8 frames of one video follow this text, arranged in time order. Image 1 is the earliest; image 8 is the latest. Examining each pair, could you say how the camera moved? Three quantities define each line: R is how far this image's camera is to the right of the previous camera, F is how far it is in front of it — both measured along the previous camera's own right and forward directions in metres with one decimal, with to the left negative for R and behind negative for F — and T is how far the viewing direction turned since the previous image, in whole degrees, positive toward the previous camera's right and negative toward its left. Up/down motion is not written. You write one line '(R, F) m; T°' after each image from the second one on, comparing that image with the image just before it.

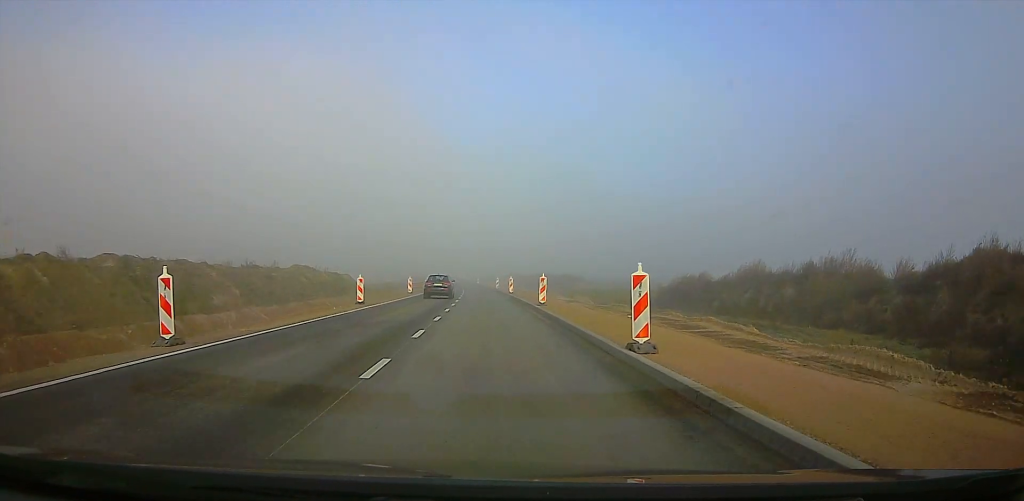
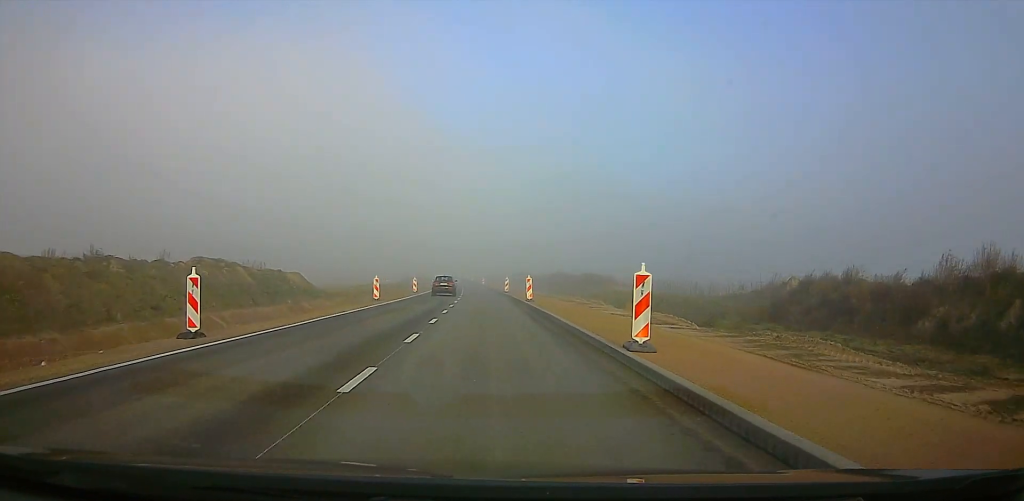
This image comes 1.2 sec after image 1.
(-0.2, +18.6) m; 0°
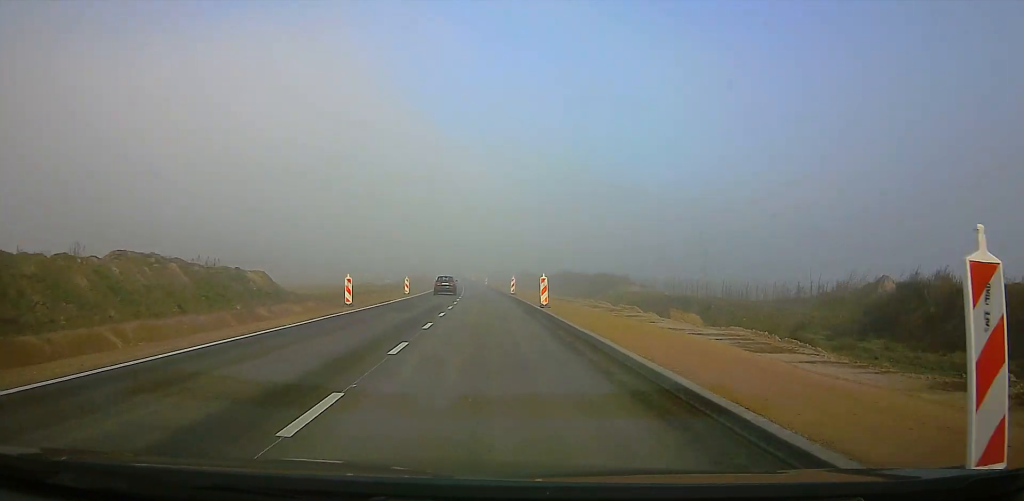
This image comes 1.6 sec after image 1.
(+0.1, +6.9) m; 0°
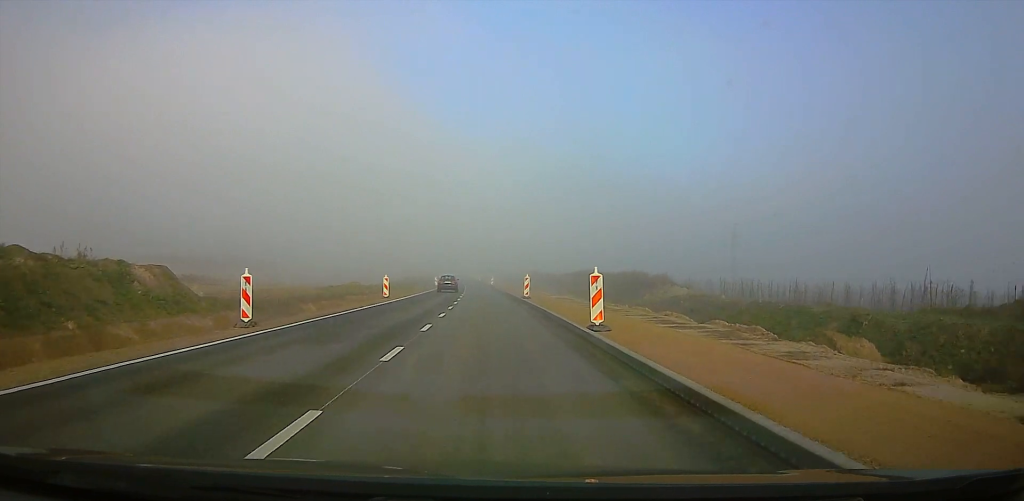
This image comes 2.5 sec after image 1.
(0.0, +12.4) m; -1°
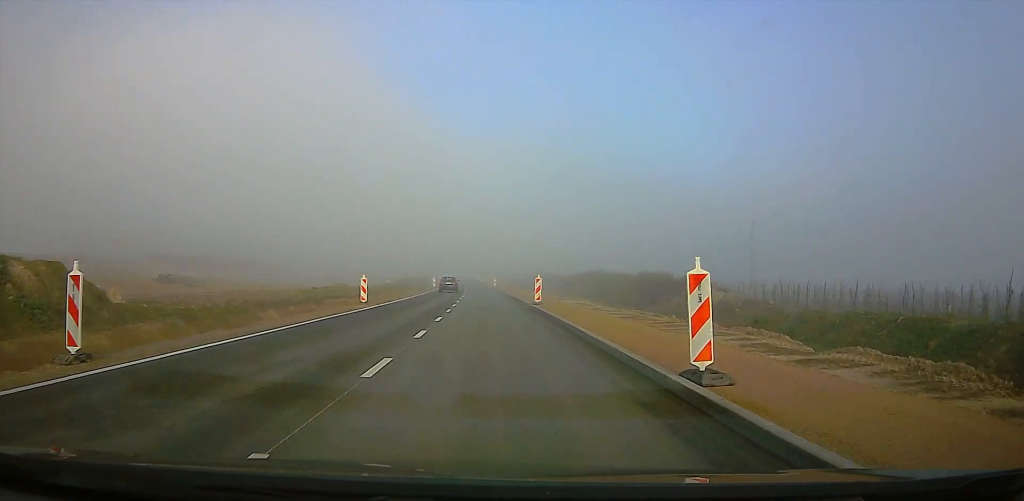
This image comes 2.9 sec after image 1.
(0.0, +6.6) m; -1°
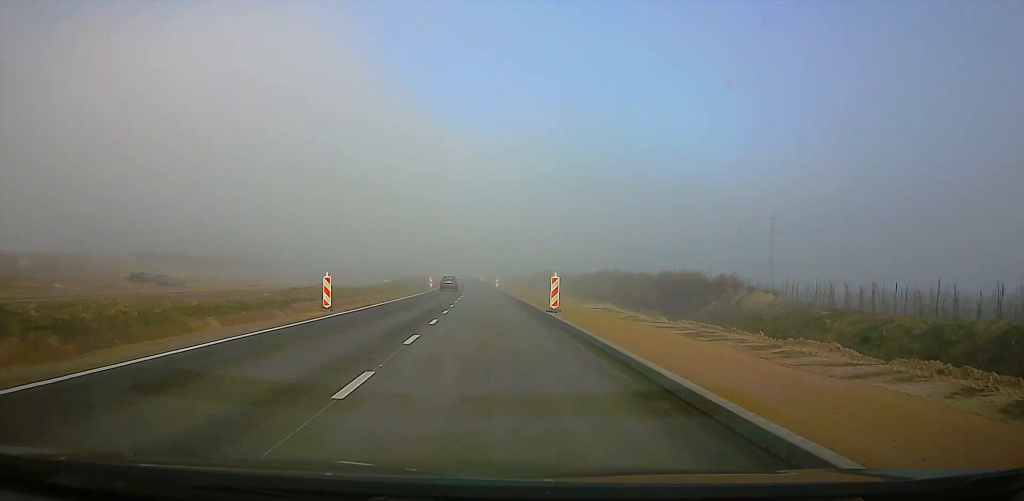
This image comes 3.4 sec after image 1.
(-0.2, +8.6) m; -1°
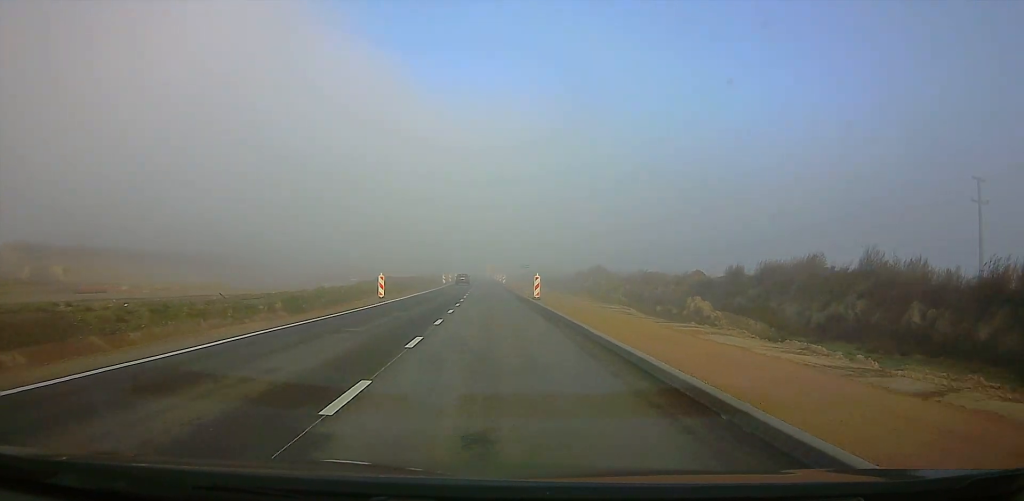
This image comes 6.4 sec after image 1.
(-0.5, +46.9) m; -1°
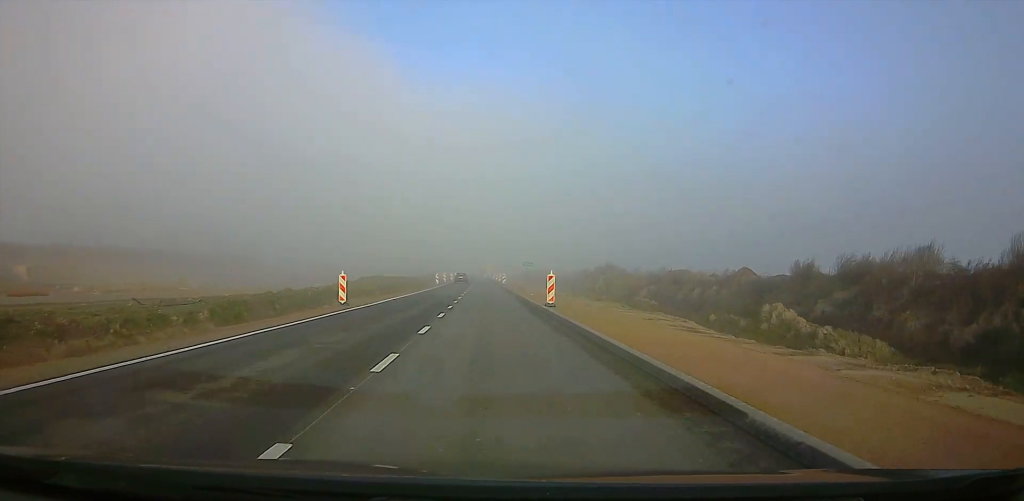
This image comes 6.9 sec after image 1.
(0.0, +8.6) m; 0°
